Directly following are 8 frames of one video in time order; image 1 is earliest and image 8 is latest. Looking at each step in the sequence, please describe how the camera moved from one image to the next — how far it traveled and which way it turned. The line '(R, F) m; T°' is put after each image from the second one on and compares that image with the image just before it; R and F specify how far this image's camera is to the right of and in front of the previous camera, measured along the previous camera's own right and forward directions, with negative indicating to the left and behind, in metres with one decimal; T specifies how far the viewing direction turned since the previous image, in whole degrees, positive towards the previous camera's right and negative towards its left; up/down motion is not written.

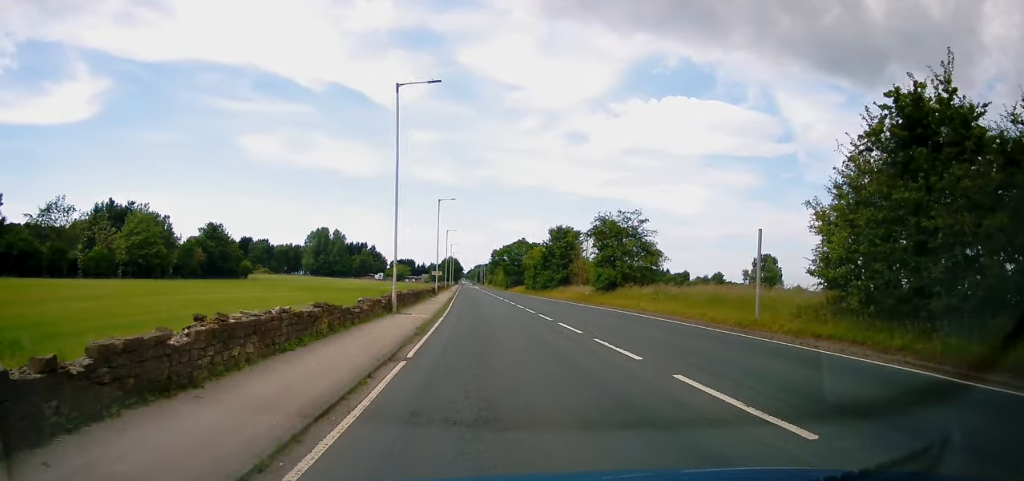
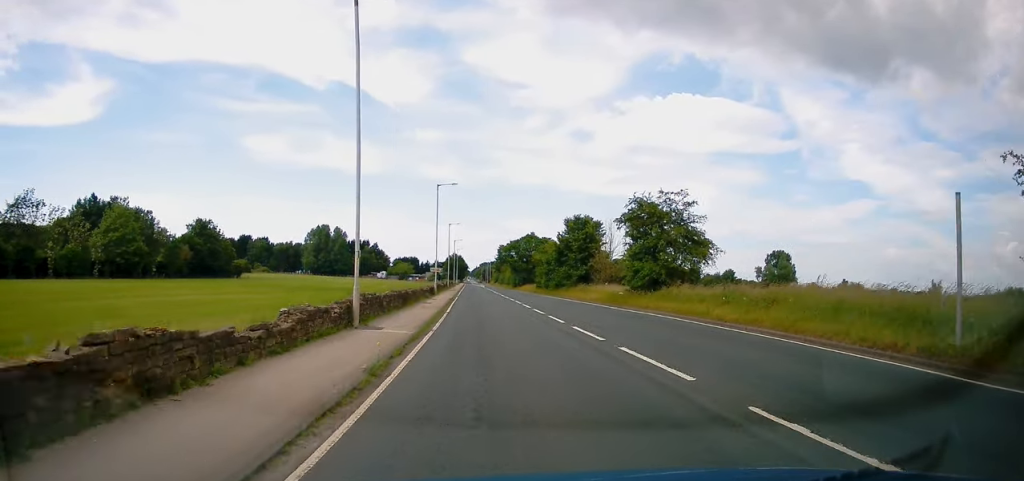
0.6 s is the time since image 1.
(-0.1, +8.7) m; -1°
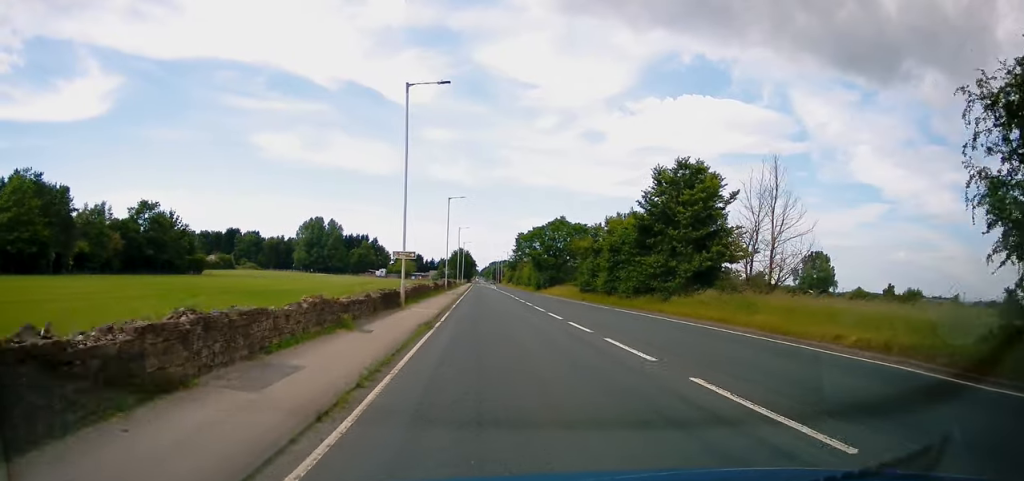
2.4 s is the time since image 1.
(-0.8, +28.2) m; -2°
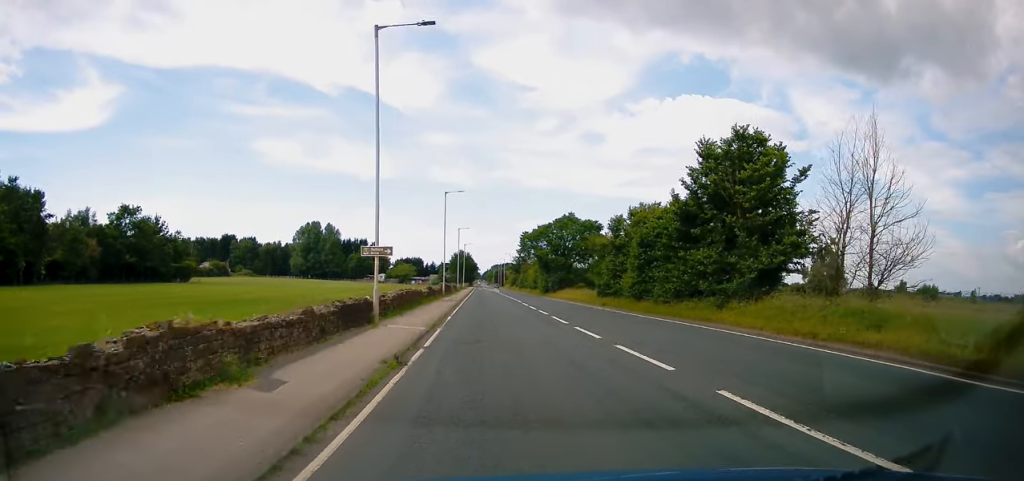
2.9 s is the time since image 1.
(-0.2, +6.9) m; 0°
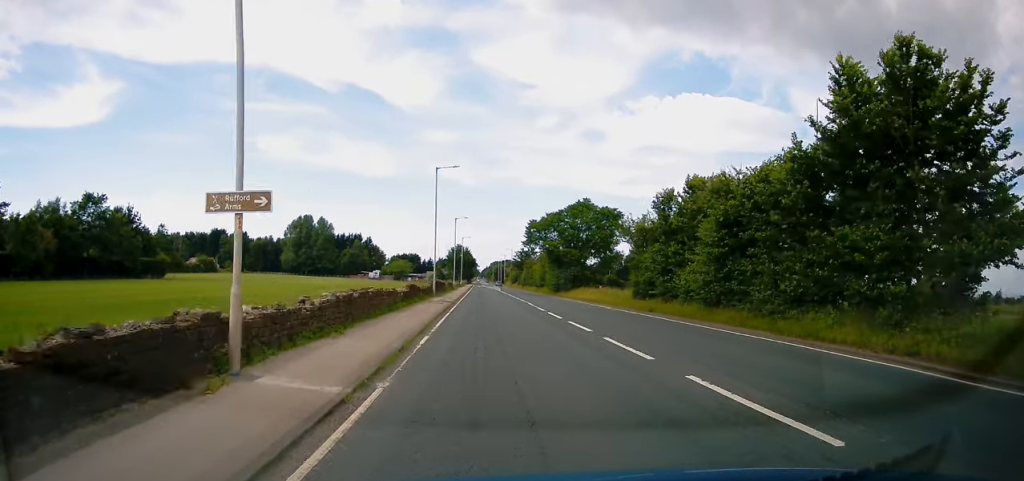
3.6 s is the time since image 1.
(+0.4, +10.7) m; +2°
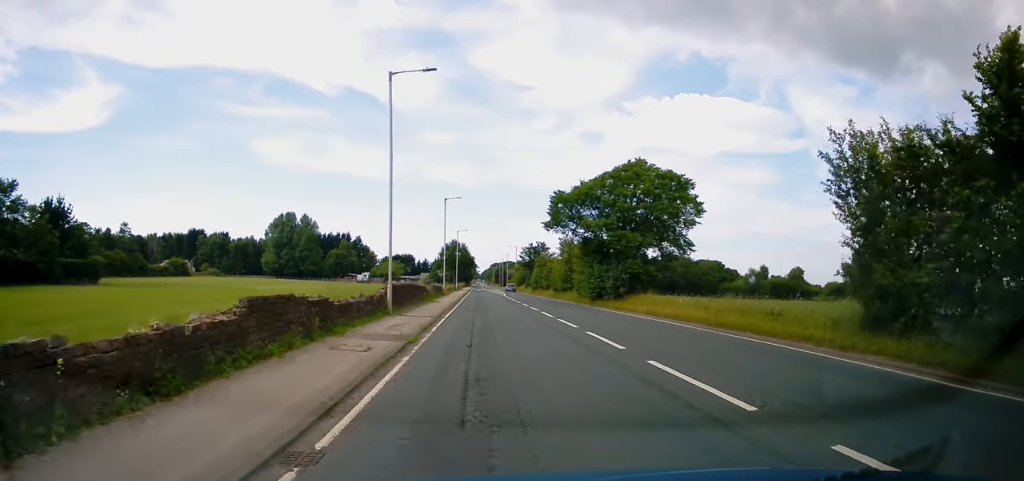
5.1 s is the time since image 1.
(0.0, +22.6) m; -1°
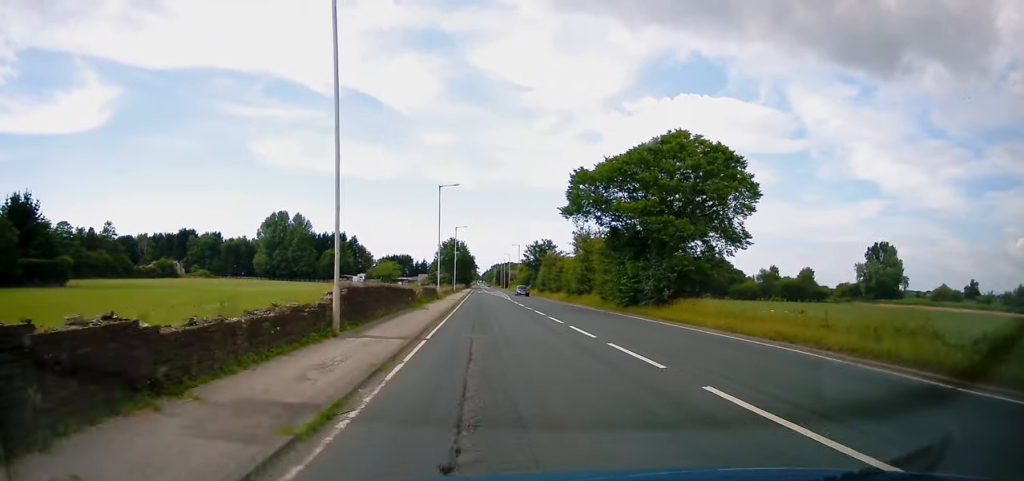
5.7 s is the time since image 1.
(-0.2, +8.7) m; 0°
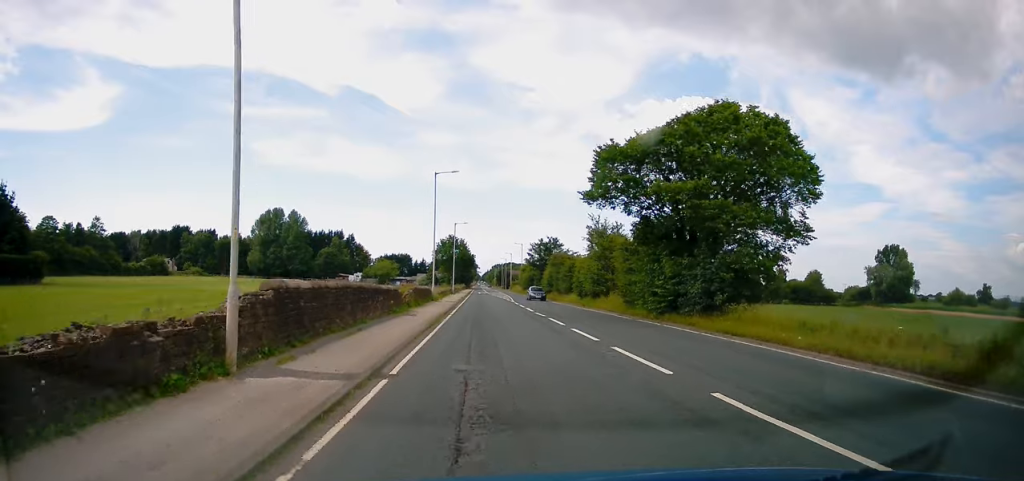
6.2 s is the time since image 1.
(+0.1, +6.4) m; 0°
